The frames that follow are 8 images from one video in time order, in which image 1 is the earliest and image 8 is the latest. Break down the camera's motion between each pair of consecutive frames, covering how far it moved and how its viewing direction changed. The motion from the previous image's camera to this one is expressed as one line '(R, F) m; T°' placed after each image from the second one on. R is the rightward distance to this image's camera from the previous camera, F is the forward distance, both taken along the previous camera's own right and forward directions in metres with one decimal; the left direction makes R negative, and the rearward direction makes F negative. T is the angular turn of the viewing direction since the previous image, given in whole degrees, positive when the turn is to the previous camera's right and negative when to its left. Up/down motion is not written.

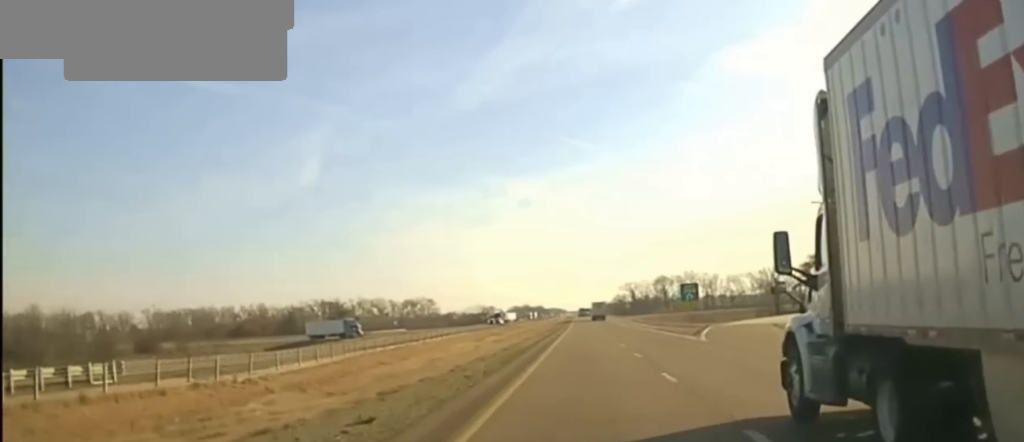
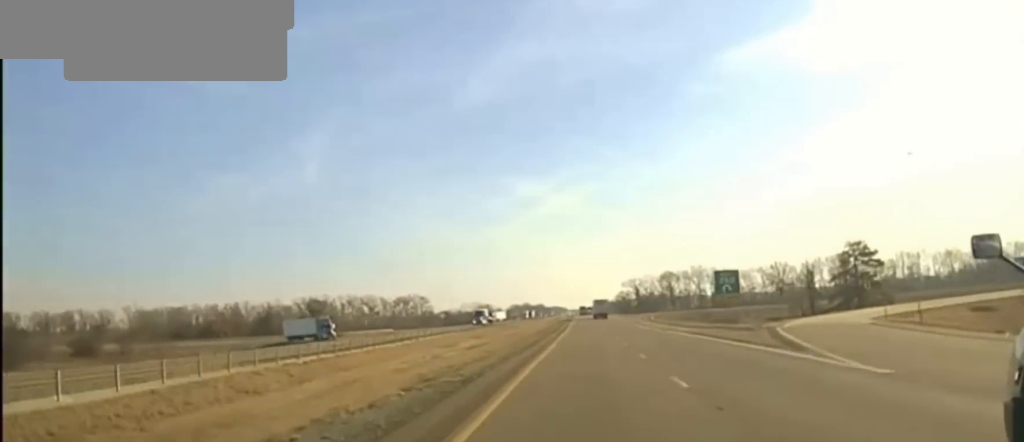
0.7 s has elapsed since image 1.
(0.0, +22.8) m; 0°
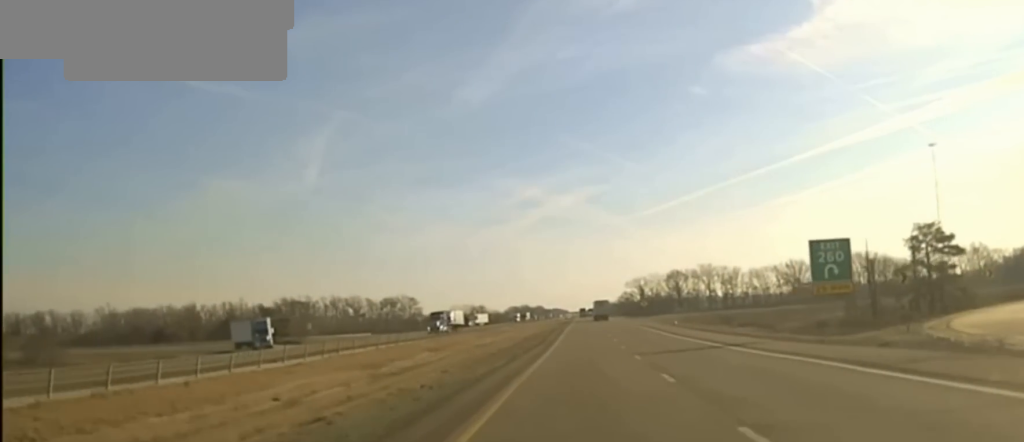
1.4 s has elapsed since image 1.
(+0.1, +24.0) m; 0°
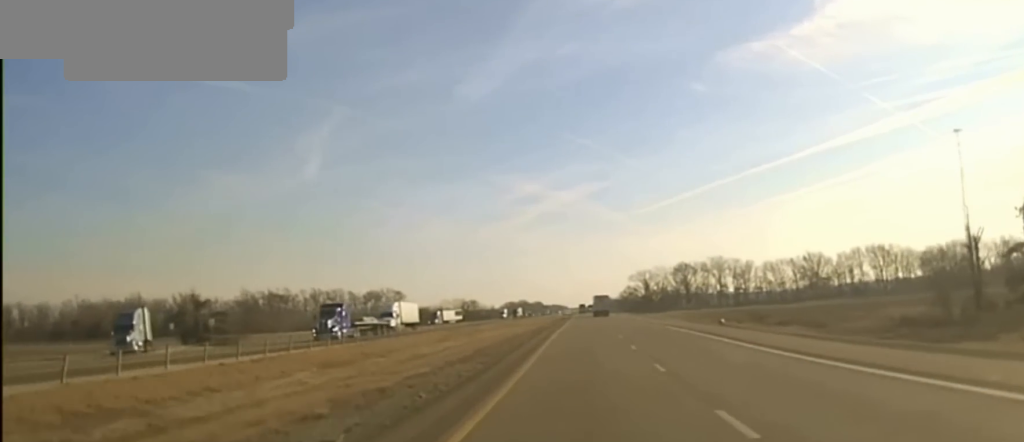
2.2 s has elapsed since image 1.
(0.0, +25.9) m; 0°
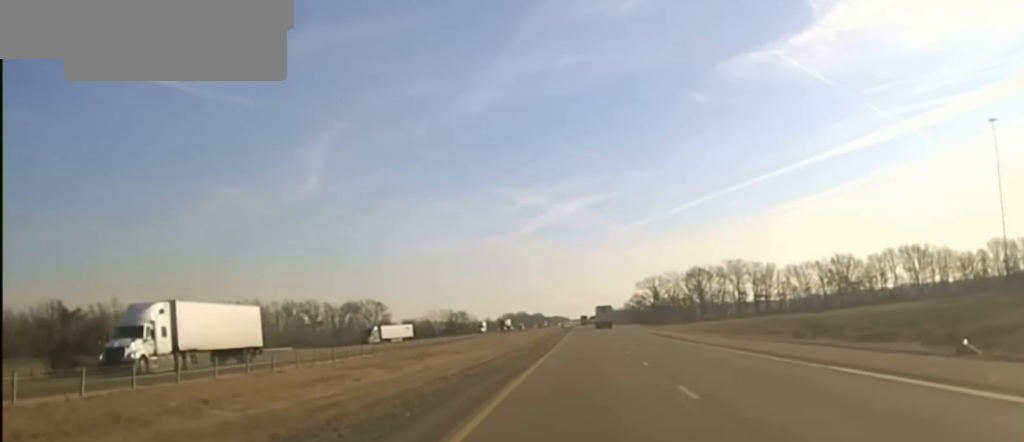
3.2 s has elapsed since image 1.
(-0.2, +36.3) m; -1°
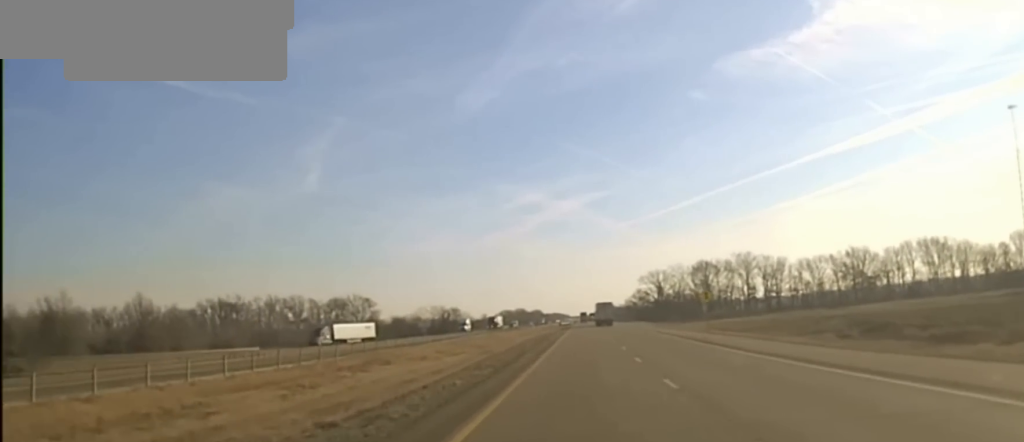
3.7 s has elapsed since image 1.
(-0.1, +20.3) m; 0°
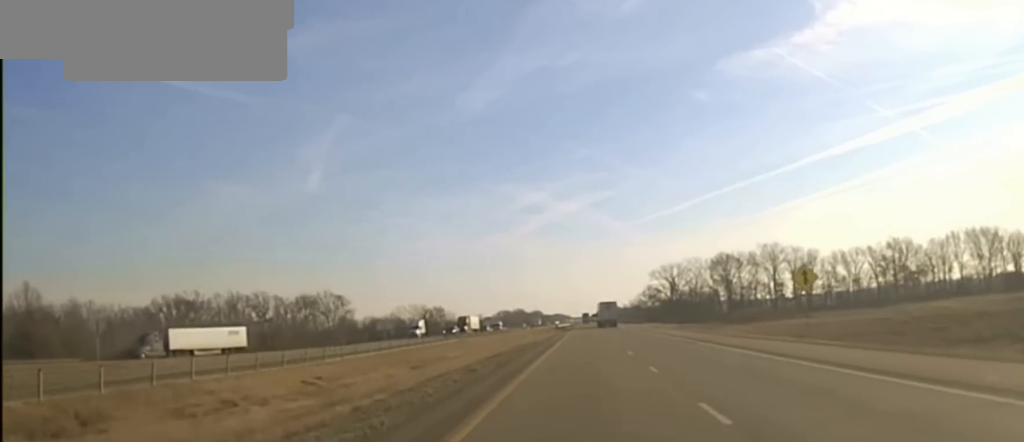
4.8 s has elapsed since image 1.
(0.0, +51.9) m; 0°
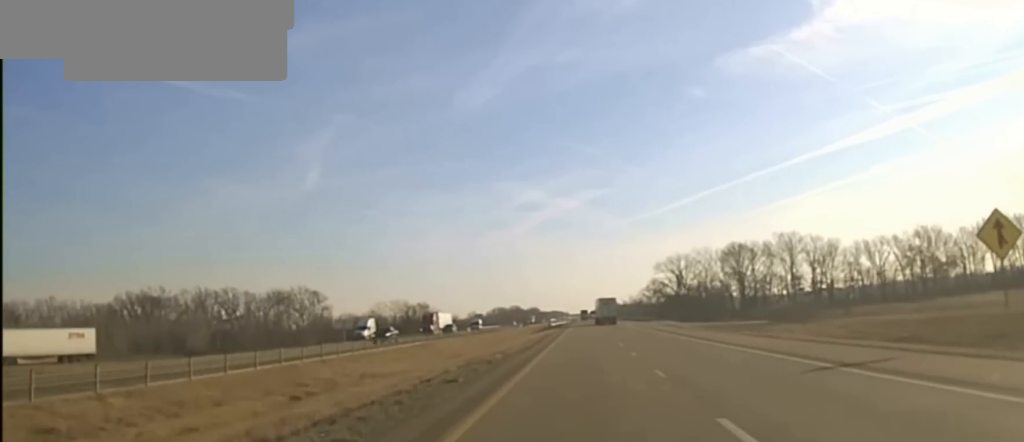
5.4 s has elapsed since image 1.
(+0.2, +34.3) m; 0°
